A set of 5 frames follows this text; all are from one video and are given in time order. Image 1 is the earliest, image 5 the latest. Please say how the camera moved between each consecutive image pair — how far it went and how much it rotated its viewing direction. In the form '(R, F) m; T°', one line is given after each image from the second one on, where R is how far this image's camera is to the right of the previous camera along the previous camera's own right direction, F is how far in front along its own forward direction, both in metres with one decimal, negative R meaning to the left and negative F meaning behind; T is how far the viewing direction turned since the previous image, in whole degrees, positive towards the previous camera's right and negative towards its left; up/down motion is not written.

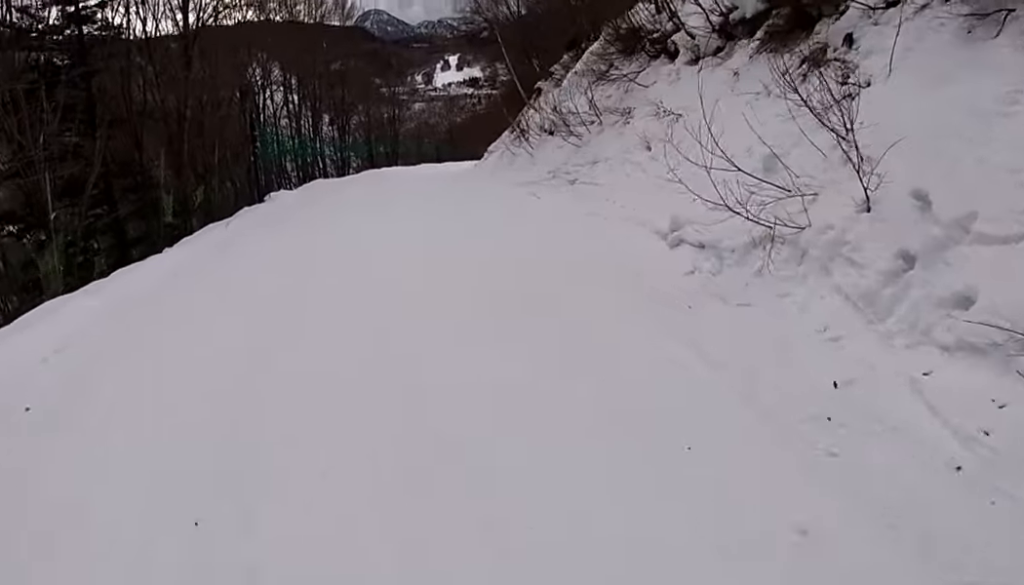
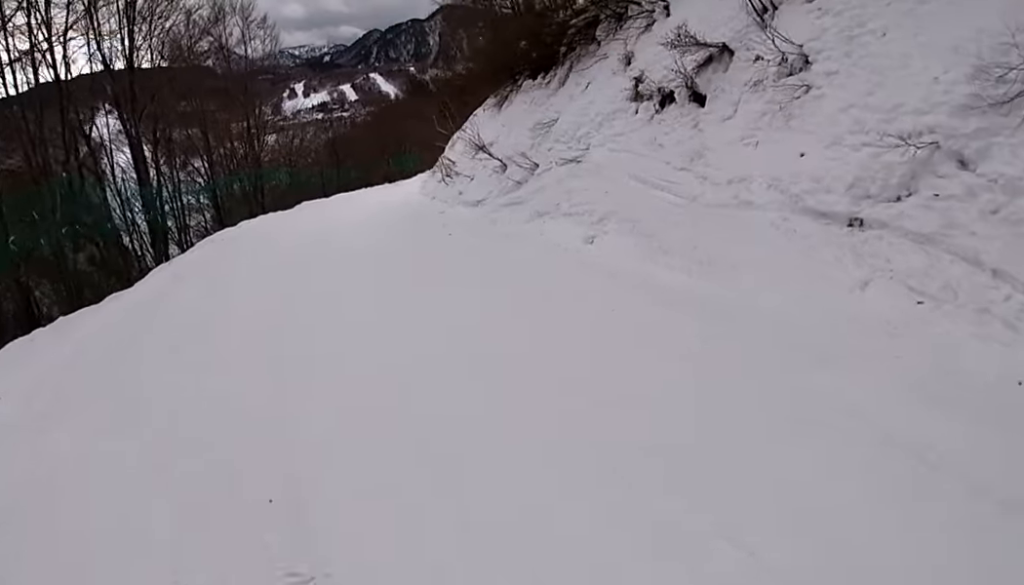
(+3.6, +23.9) m; +10°
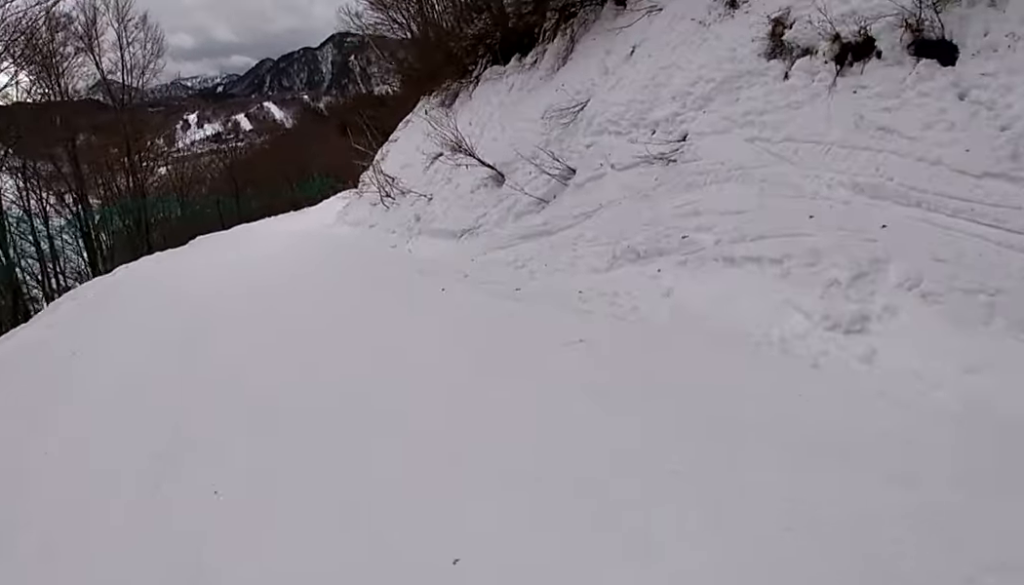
(0.0, +5.6) m; 0°
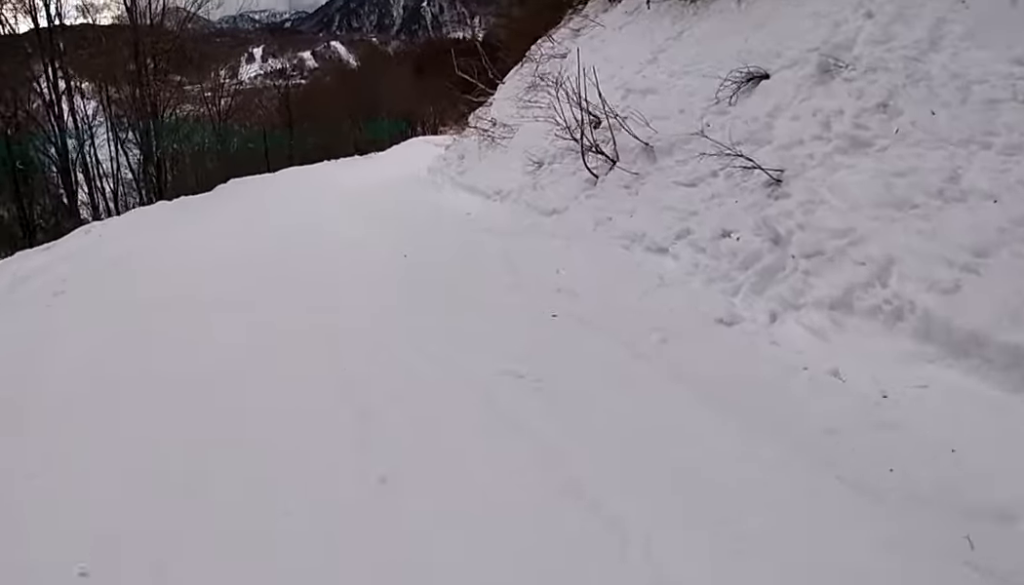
(+0.1, +8.6) m; +4°
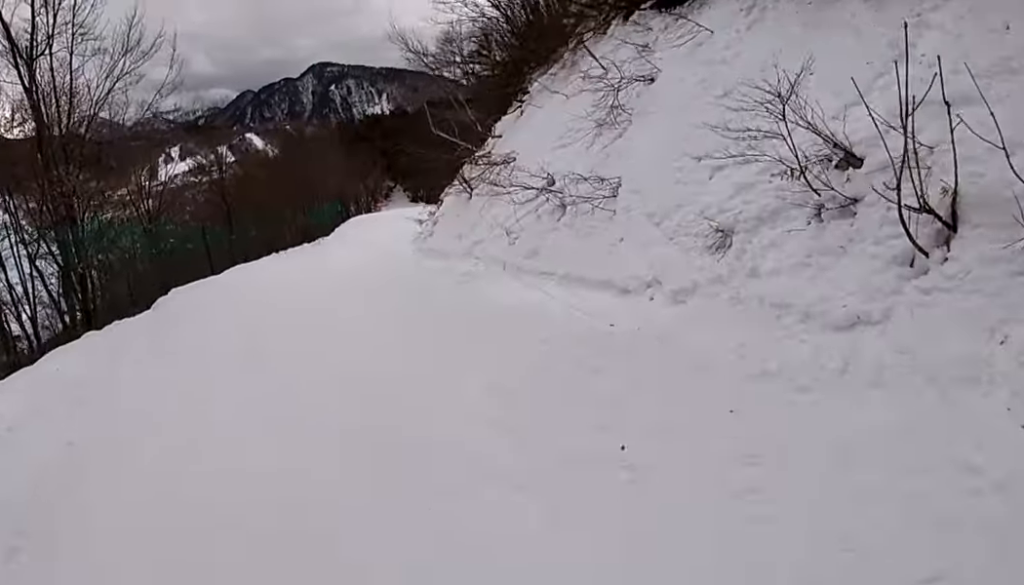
(-0.1, +4.6) m; +5°
